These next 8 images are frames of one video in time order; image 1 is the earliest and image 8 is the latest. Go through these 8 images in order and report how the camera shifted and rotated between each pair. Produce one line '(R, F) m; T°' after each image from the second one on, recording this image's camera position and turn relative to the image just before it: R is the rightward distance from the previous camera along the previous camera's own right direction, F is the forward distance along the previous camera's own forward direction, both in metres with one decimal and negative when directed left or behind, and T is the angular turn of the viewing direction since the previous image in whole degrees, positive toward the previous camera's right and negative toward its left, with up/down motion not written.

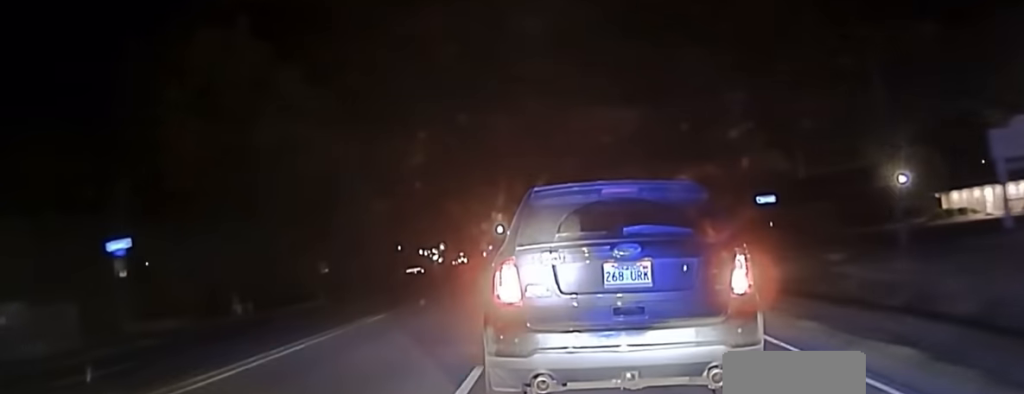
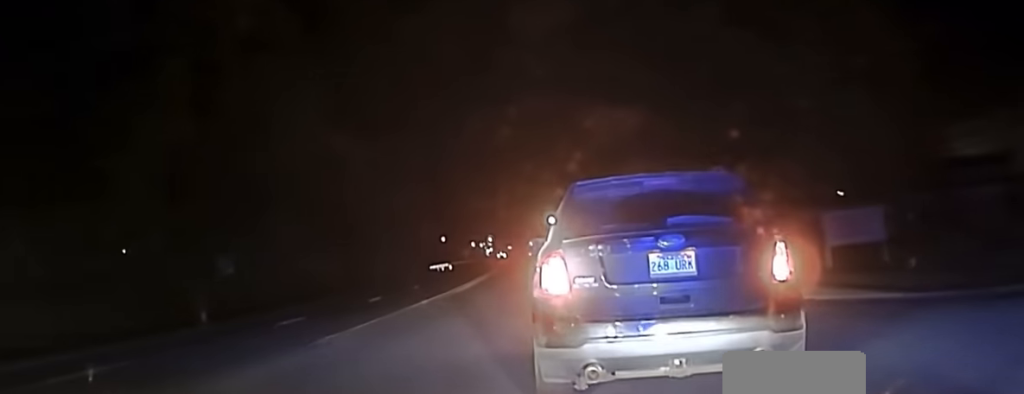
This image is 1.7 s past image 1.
(-0.7, +33.3) m; -2°
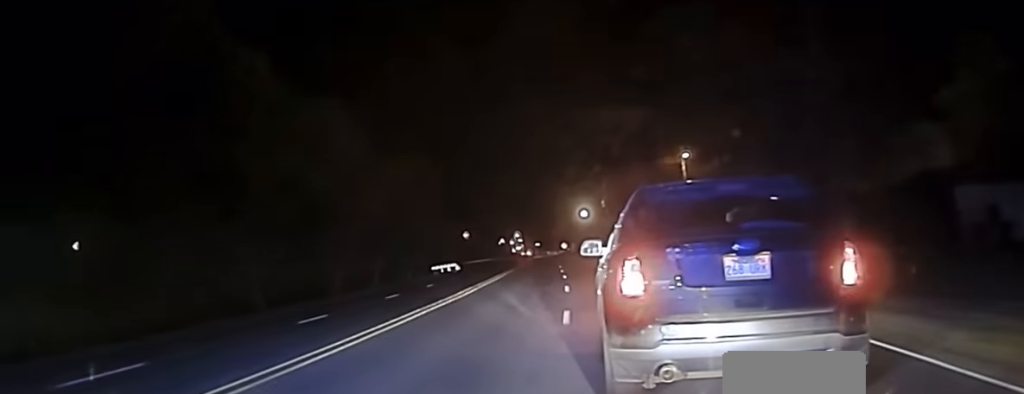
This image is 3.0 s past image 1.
(-0.4, +25.1) m; -2°
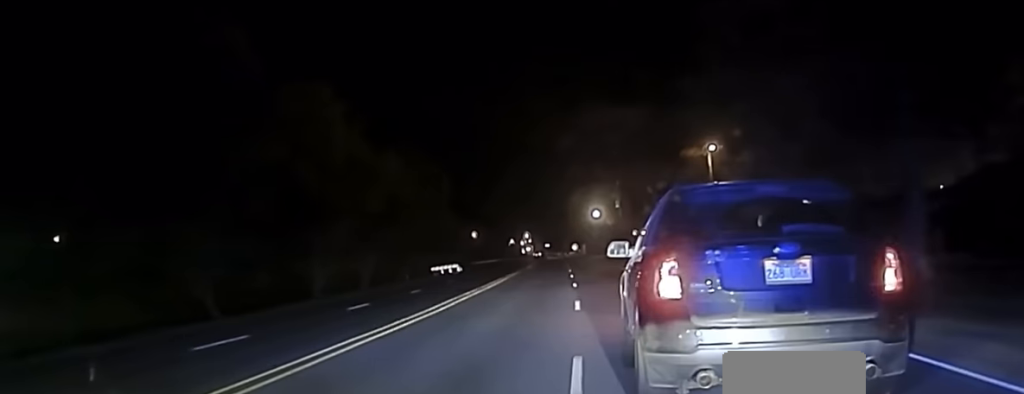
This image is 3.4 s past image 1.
(0.0, +7.2) m; 0°
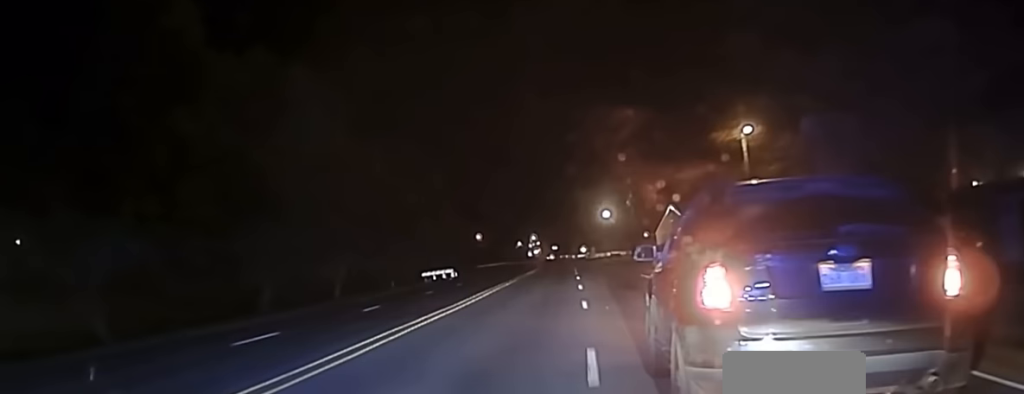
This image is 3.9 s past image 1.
(0.0, +9.1) m; 0°
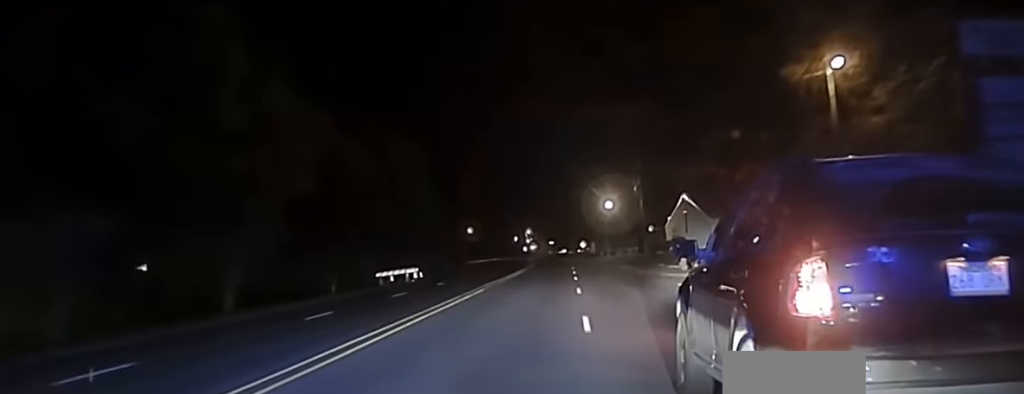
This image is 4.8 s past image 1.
(-0.1, +16.5) m; 0°
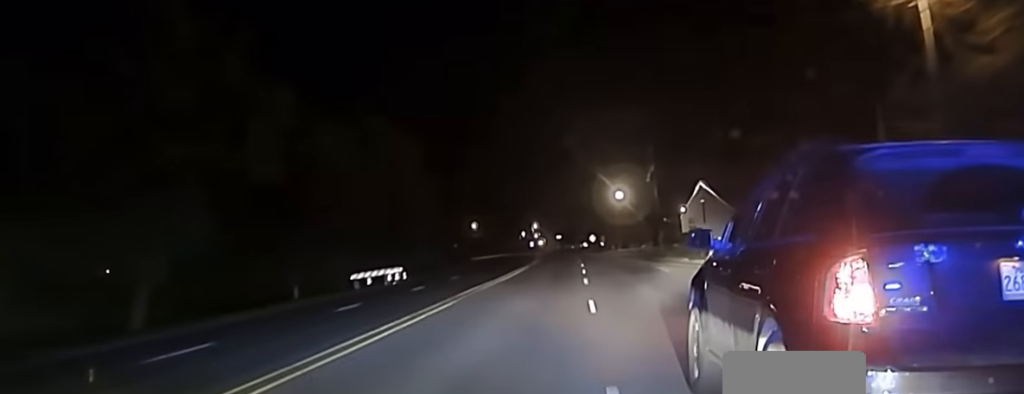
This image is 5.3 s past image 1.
(0.0, +8.6) m; 0°
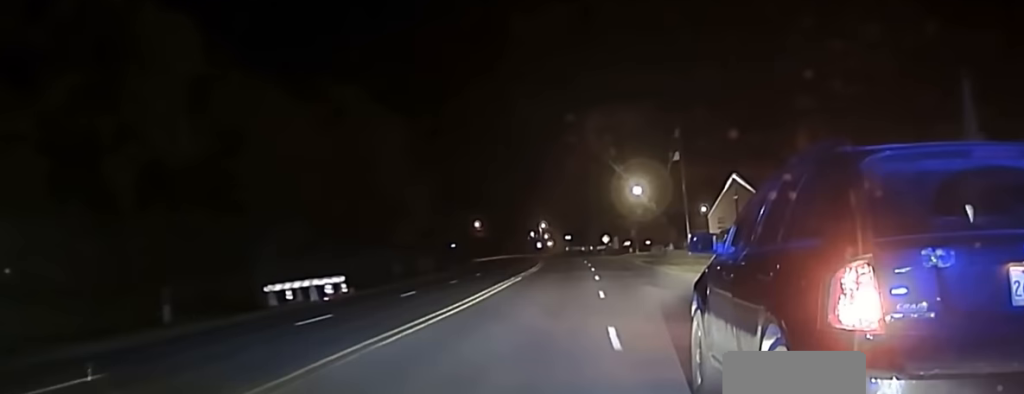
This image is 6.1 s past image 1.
(0.0, +17.3) m; 0°
